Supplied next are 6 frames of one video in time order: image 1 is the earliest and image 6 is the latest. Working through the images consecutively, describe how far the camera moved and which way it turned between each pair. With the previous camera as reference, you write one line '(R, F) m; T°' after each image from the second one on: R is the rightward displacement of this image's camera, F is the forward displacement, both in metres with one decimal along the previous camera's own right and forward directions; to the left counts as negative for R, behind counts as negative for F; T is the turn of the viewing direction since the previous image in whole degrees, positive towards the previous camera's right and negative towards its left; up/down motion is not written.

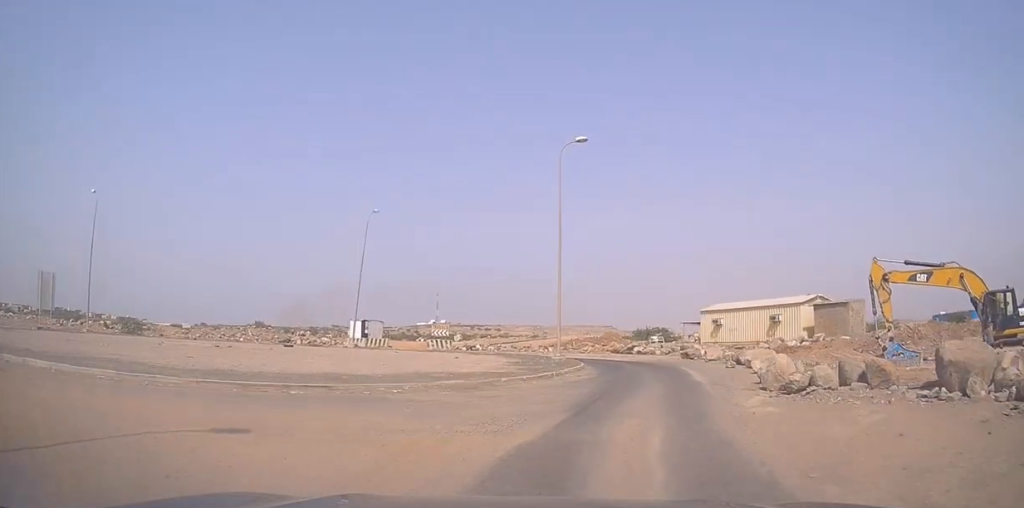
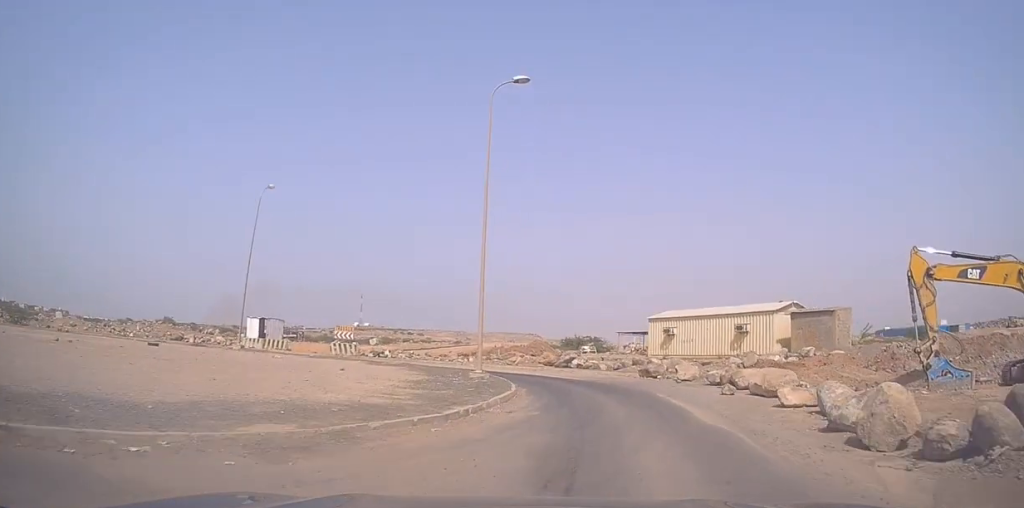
(+0.1, +7.7) m; +8°
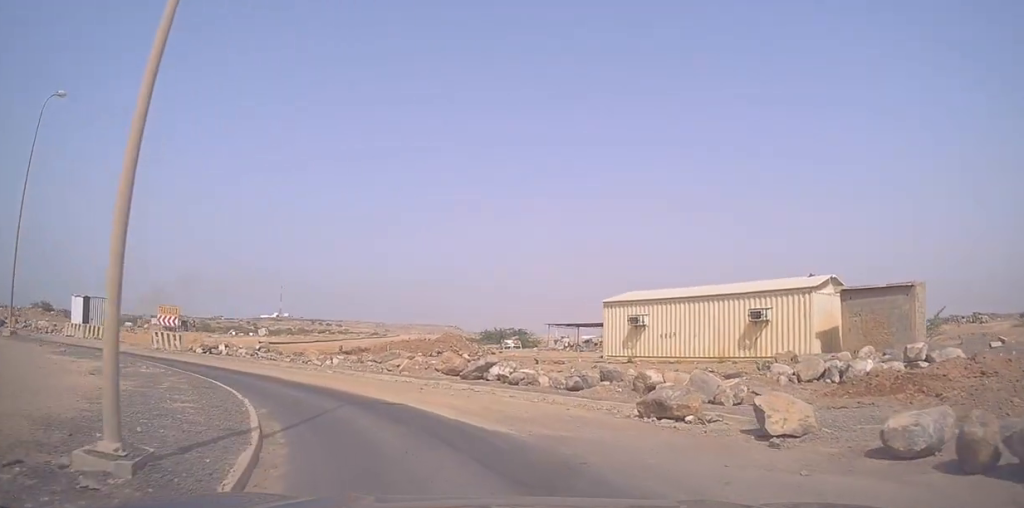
(+2.1, +15.4) m; +7°
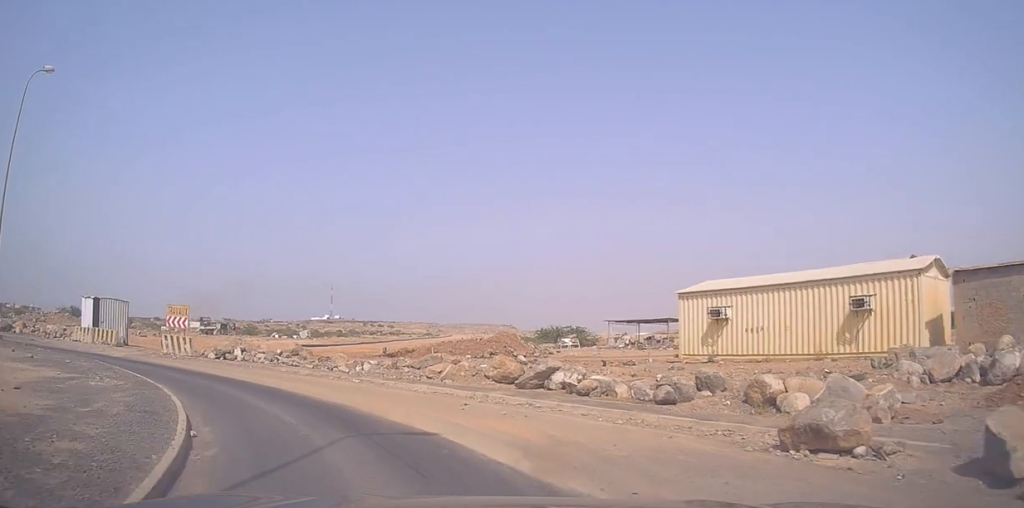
(-0.1, +4.5) m; -3°
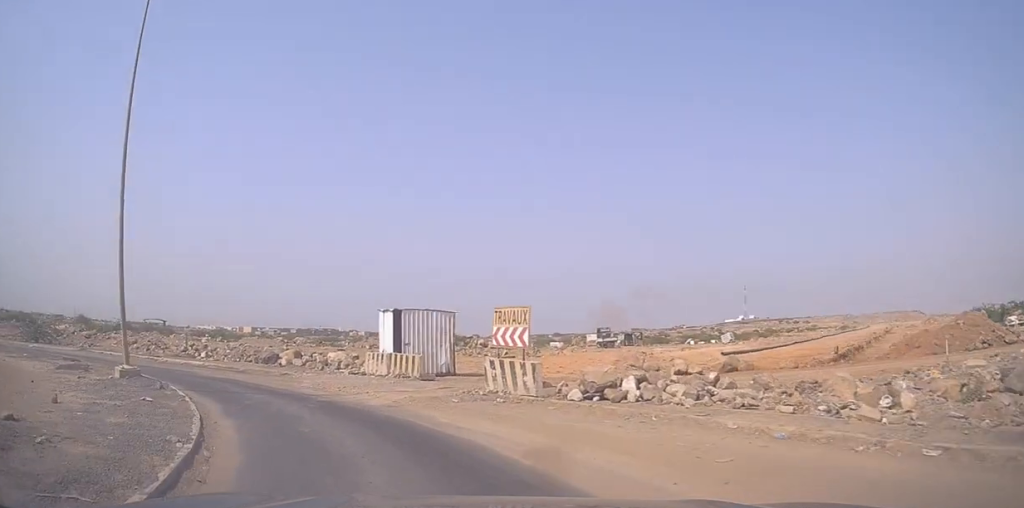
(-3.1, +13.5) m; -35°
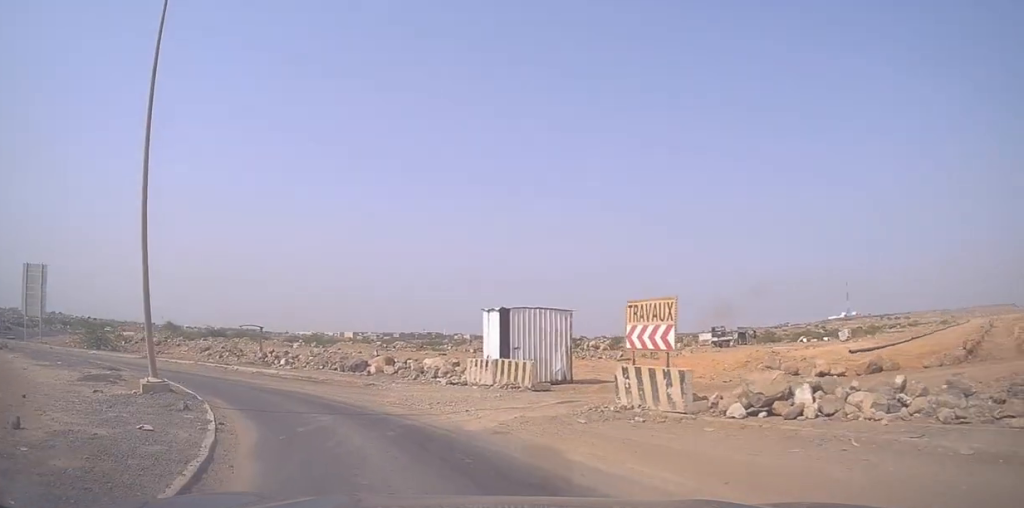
(-0.4, +3.4) m; -11°
